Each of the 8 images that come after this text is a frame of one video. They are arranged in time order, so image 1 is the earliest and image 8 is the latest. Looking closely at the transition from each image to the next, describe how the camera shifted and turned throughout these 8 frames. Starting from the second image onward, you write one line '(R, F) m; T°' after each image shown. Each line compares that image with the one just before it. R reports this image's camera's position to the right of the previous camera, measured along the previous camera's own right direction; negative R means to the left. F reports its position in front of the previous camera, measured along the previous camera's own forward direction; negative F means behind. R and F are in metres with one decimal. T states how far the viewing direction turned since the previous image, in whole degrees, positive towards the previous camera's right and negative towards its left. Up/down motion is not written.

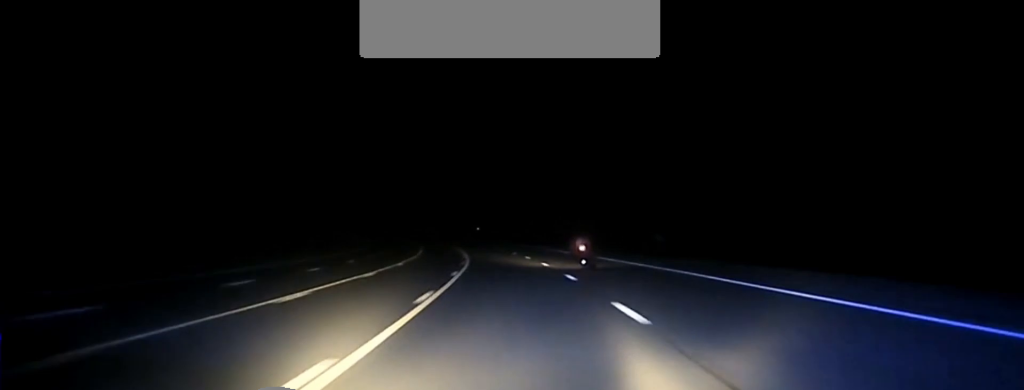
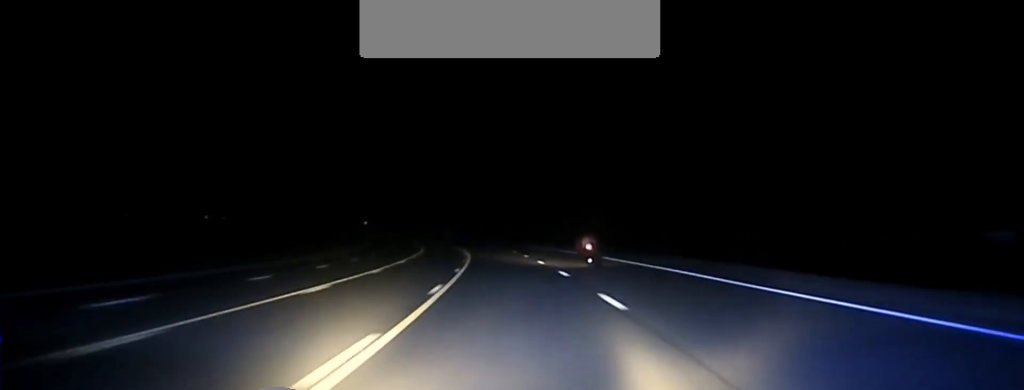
(-0.8, +33.6) m; -2°
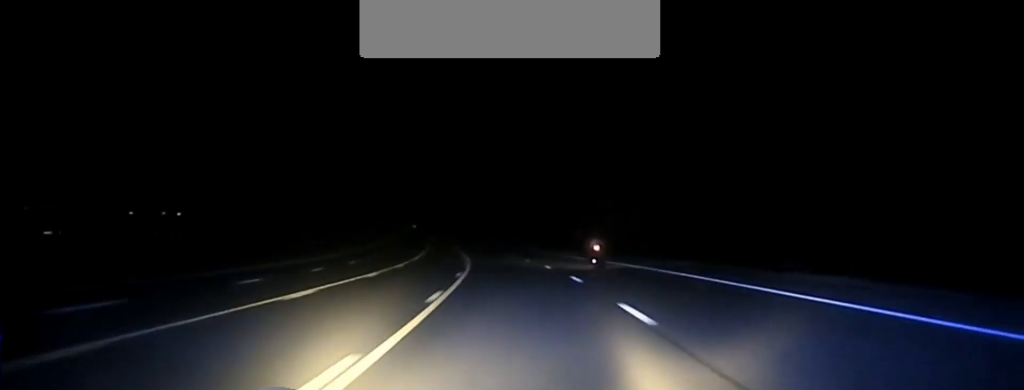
(-1.5, +50.7) m; -3°
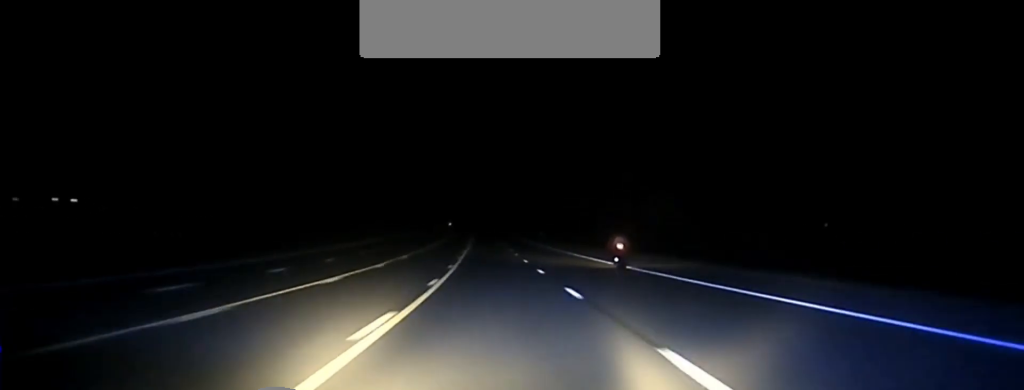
(-0.8, +39.4) m; -2°
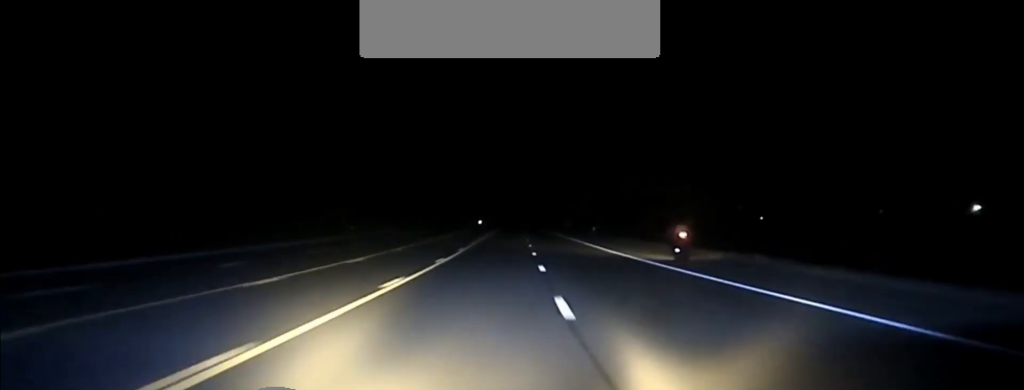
(-0.8, +47.8) m; -1°
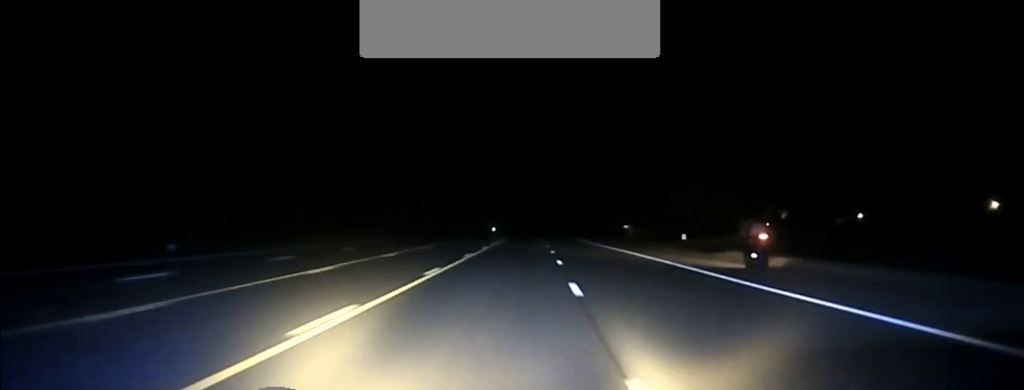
(-0.1, +48.4) m; 0°
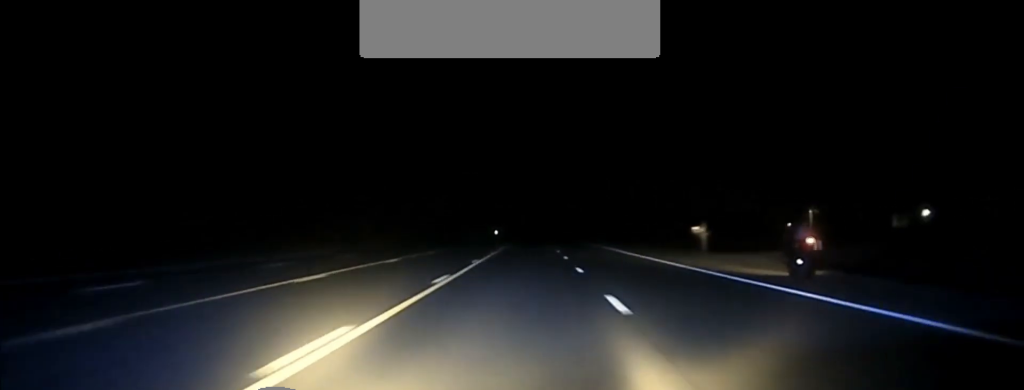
(0.0, +23.3) m; 0°
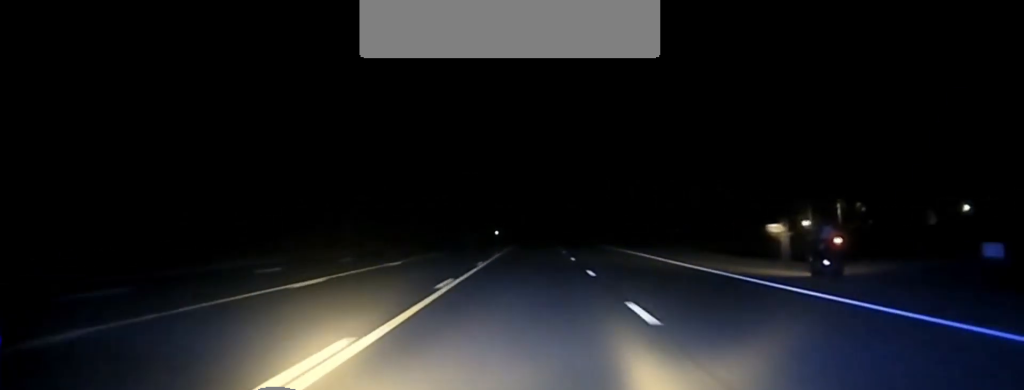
(0.0, +12.1) m; 0°
